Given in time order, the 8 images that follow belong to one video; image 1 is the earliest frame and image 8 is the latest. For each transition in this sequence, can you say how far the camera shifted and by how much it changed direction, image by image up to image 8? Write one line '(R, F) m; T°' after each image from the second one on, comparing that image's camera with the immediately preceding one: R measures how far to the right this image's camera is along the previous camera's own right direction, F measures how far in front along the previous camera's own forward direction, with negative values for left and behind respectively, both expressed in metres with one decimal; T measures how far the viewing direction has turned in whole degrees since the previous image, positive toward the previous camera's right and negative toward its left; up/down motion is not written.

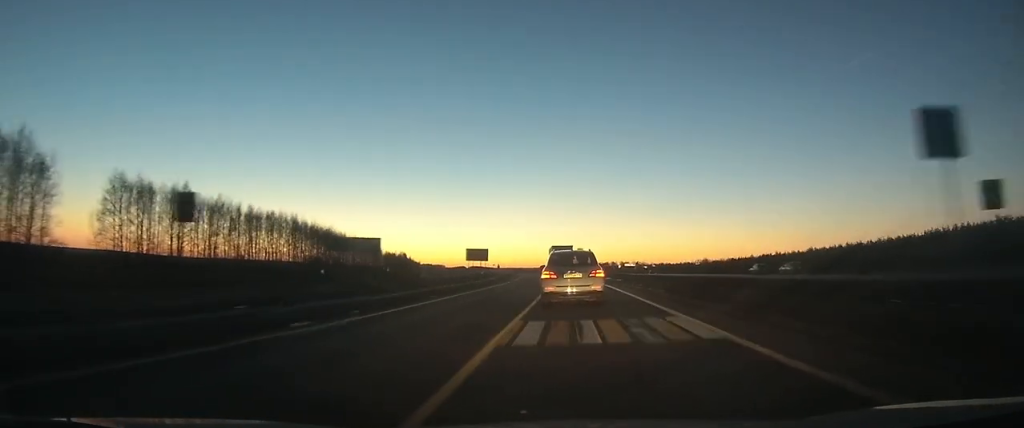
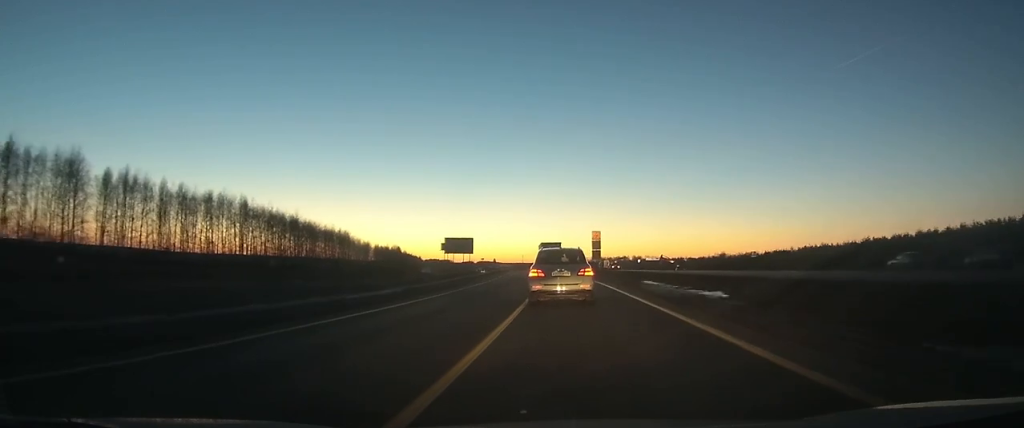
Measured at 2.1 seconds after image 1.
(-0.1, +35.8) m; -1°
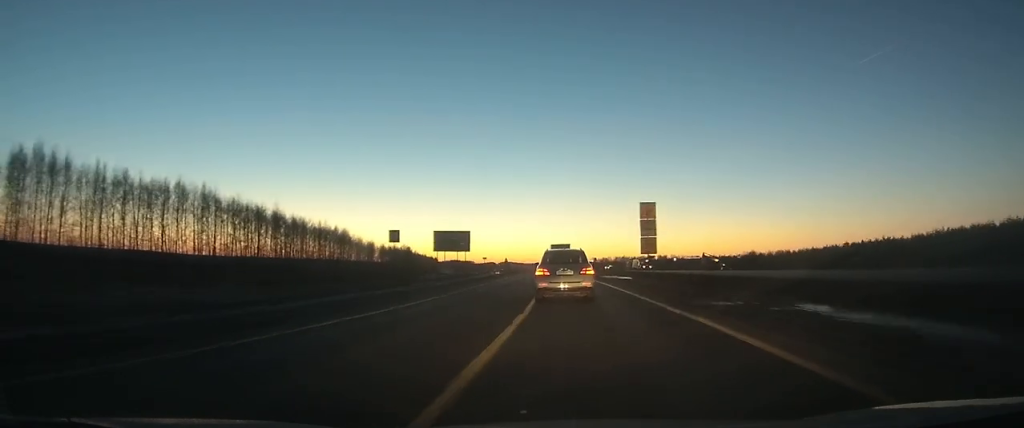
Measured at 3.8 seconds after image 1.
(-0.3, +27.3) m; -3°
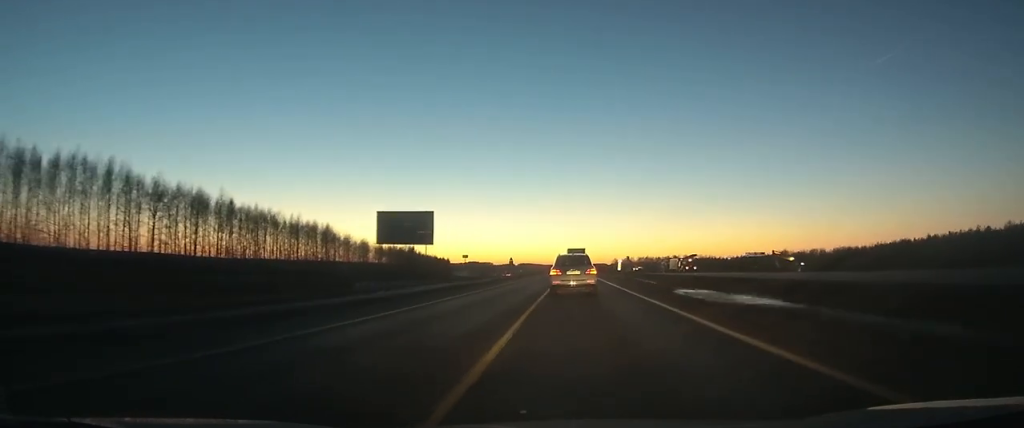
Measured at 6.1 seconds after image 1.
(-1.6, +37.1) m; -3°
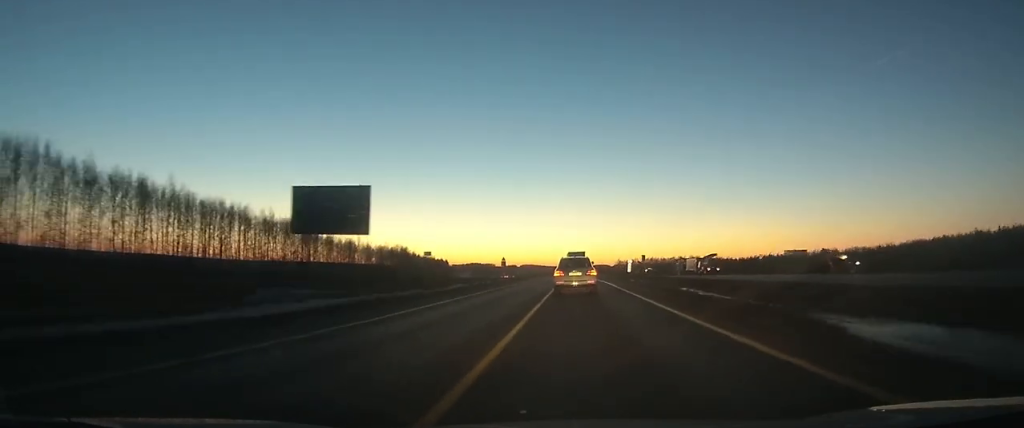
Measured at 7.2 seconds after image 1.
(-0.3, +18.8) m; 0°
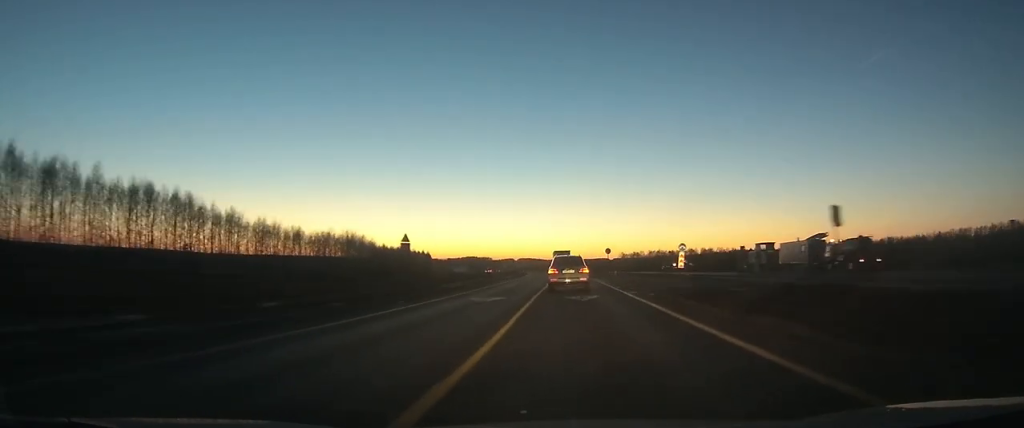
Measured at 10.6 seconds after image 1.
(+0.5, +58.3) m; +1°
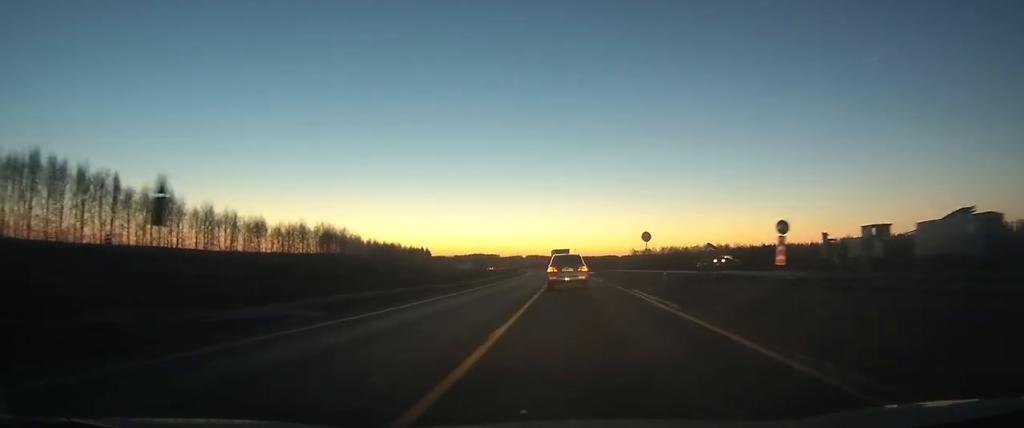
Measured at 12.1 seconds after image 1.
(0.0, +27.4) m; 0°
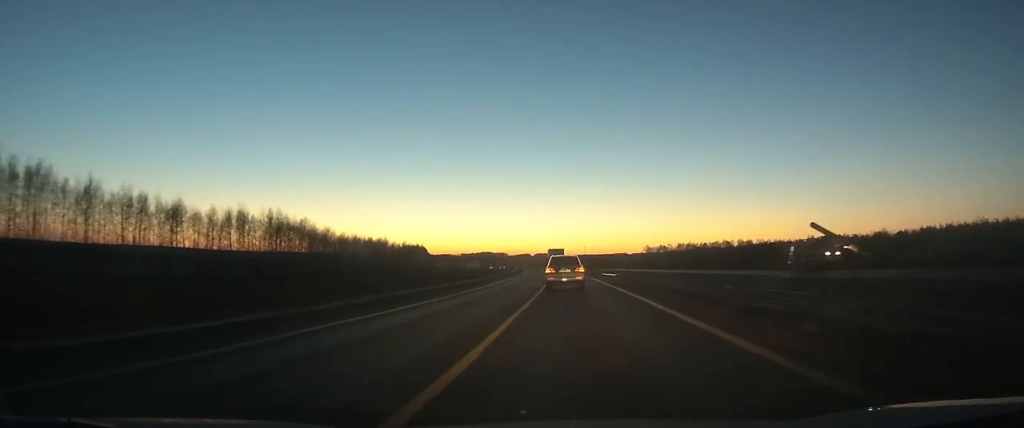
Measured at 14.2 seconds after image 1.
(-0.3, +39.6) m; -1°
